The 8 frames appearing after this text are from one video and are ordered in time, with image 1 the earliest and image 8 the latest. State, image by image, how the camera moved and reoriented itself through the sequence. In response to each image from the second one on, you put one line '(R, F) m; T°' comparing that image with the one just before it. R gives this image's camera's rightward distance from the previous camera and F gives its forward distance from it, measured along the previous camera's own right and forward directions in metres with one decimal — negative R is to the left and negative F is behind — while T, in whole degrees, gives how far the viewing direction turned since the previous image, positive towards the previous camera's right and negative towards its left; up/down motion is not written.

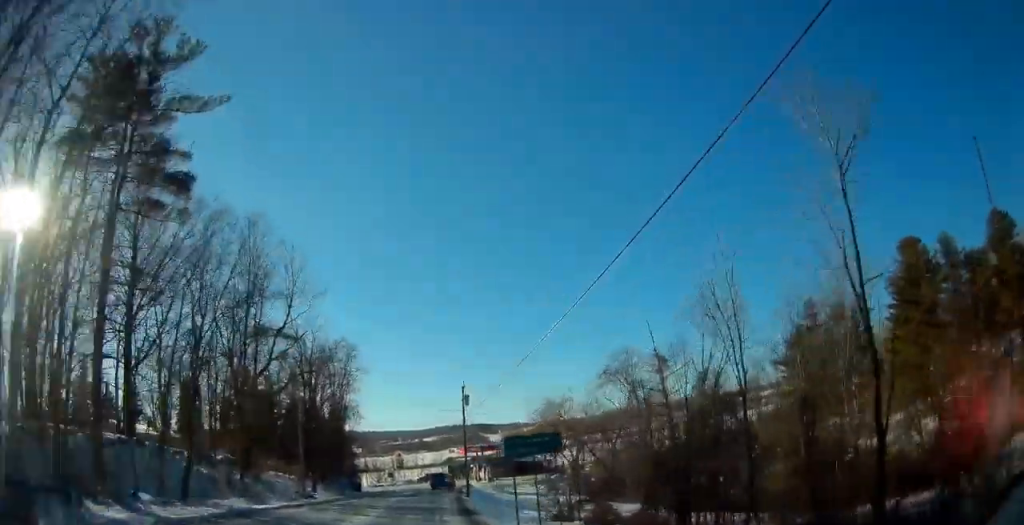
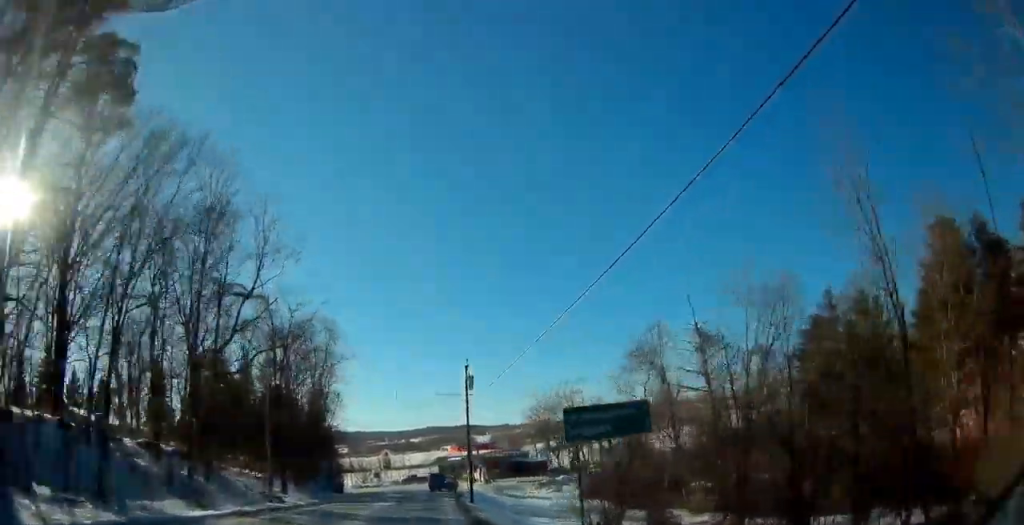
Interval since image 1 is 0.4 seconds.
(+0.4, +8.1) m; +2°
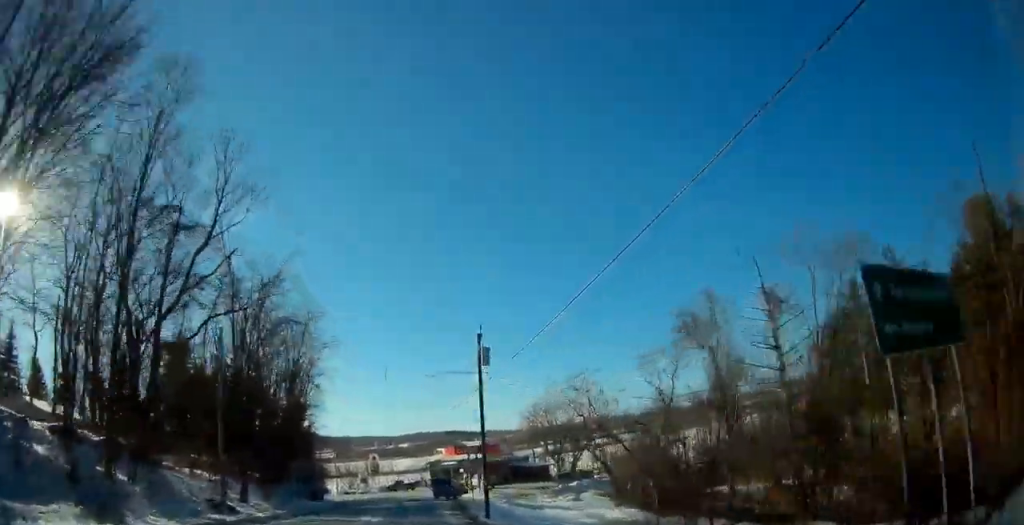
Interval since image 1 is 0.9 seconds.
(+0.2, +8.7) m; +2°
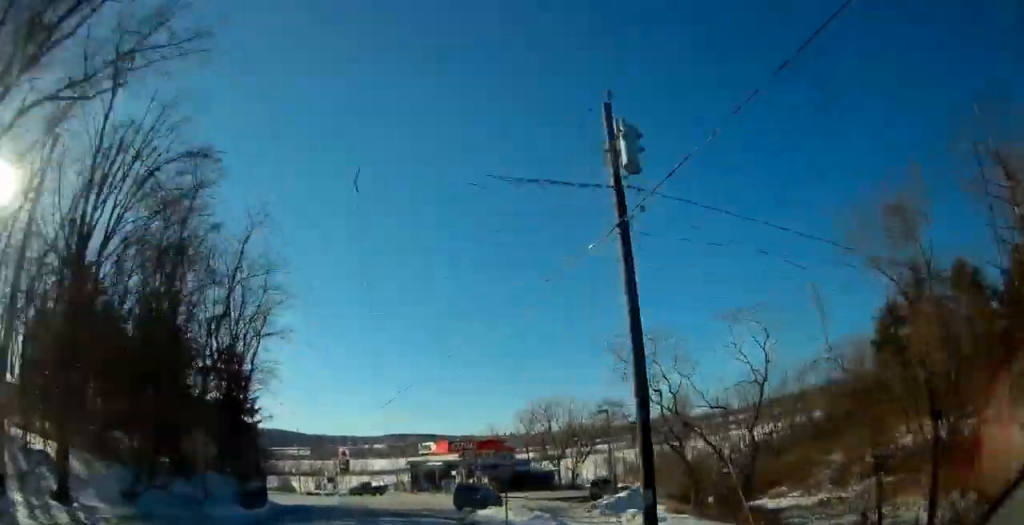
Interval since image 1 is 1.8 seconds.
(+0.1, +17.3) m; +1°
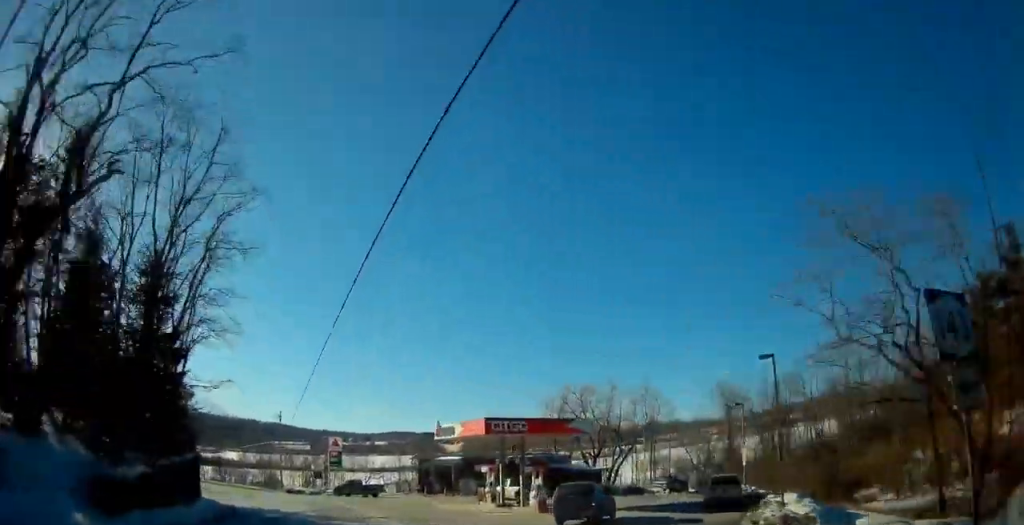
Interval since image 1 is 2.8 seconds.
(+0.4, +17.8) m; +1°
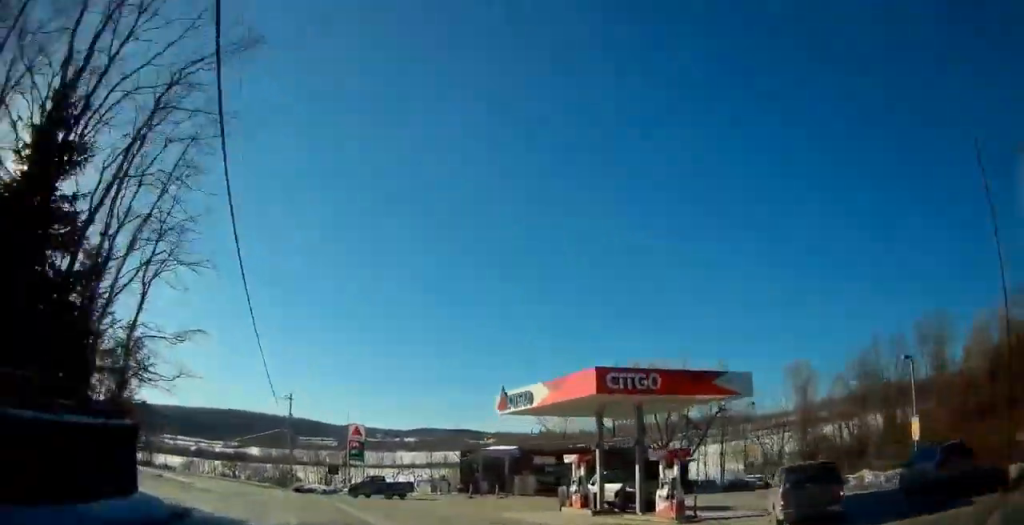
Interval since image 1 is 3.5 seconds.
(0.0, +13.6) m; -1°
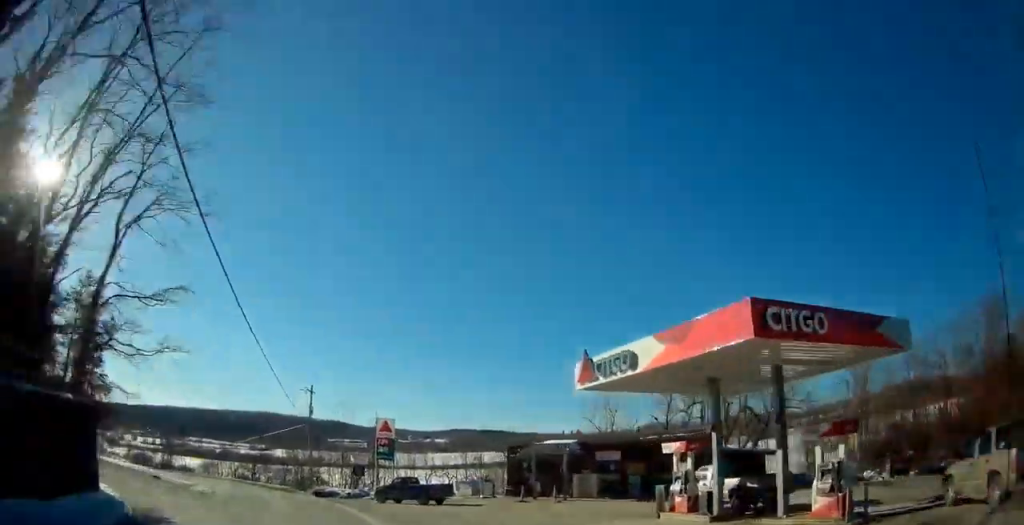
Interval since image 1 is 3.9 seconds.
(0.0, +7.4) m; -2°
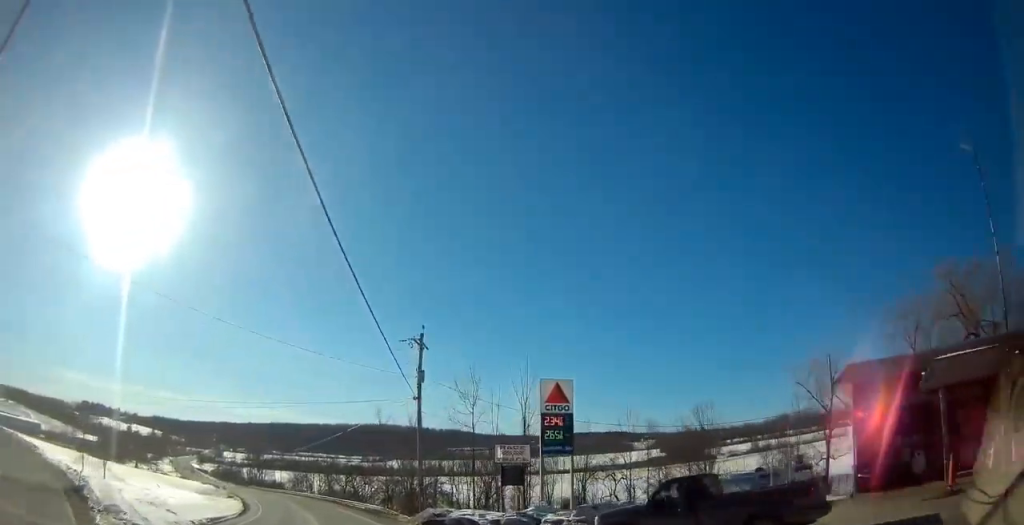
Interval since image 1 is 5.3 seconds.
(-2.9, +24.9) m; -13°
